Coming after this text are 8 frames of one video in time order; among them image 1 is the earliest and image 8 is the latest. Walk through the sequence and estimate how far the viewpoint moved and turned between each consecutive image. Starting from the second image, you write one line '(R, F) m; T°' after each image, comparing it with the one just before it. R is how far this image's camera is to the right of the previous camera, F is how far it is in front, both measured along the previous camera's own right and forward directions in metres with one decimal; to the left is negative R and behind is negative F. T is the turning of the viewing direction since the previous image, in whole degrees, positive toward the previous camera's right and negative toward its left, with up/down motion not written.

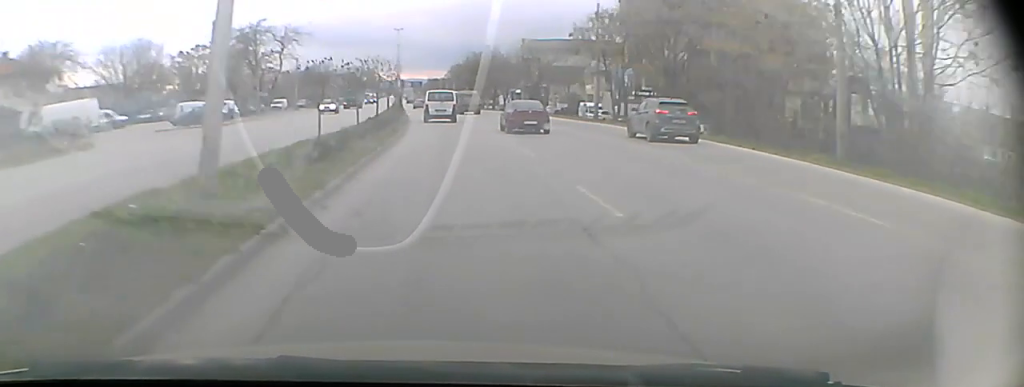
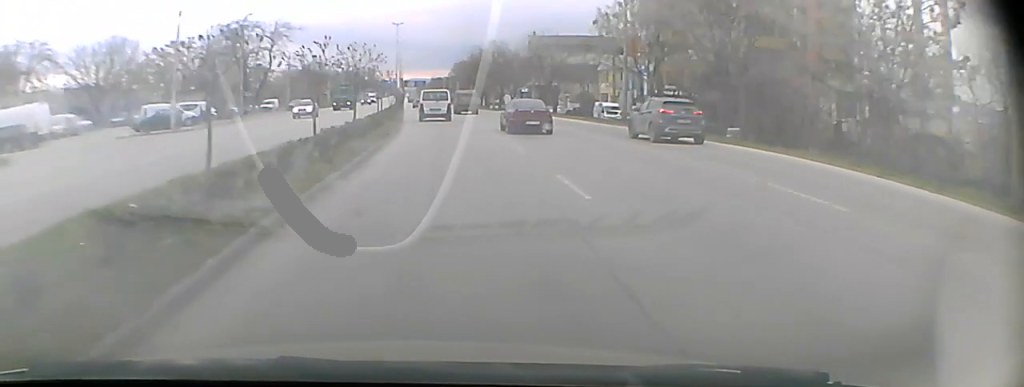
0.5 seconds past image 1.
(-0.1, +8.0) m; 0°
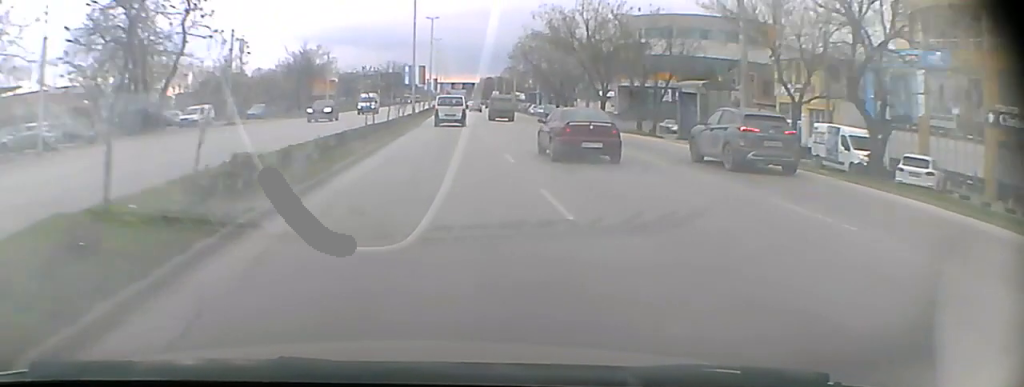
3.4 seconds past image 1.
(-1.6, +45.9) m; -4°
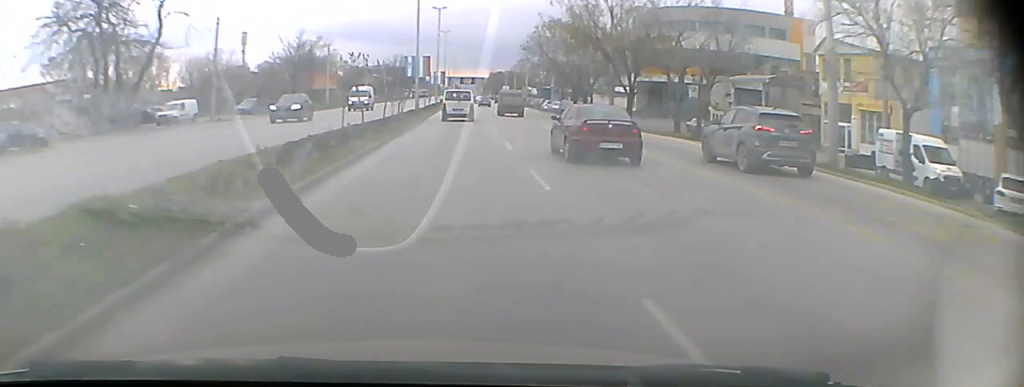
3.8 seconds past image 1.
(0.0, +6.3) m; 0°
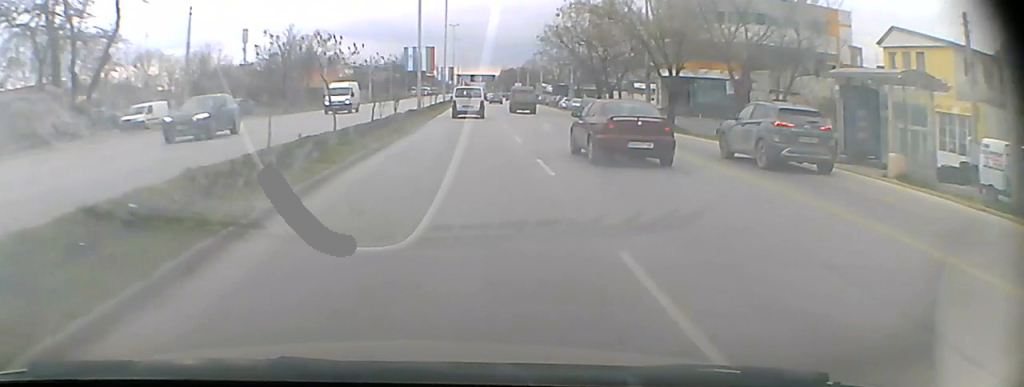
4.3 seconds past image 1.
(0.0, +7.9) m; 0°
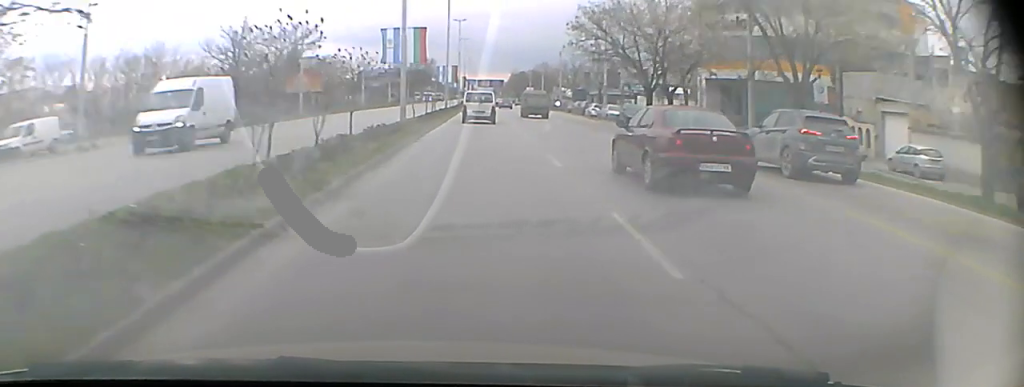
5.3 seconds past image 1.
(0.0, +15.8) m; 0°
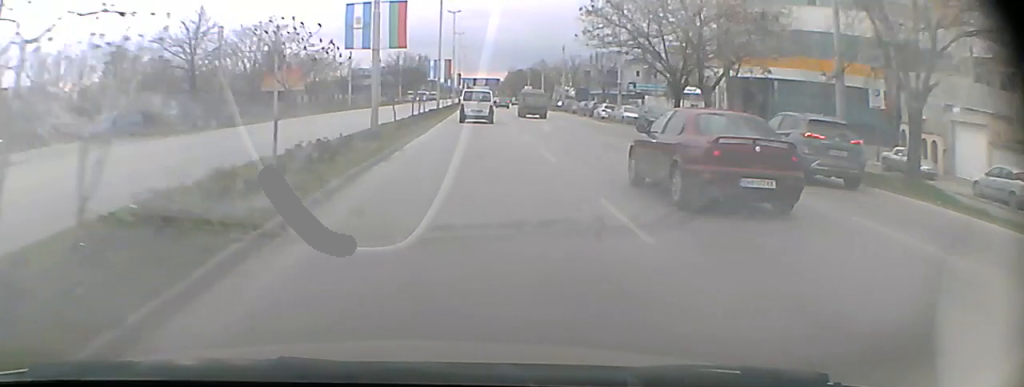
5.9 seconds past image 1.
(0.0, +9.4) m; 0°
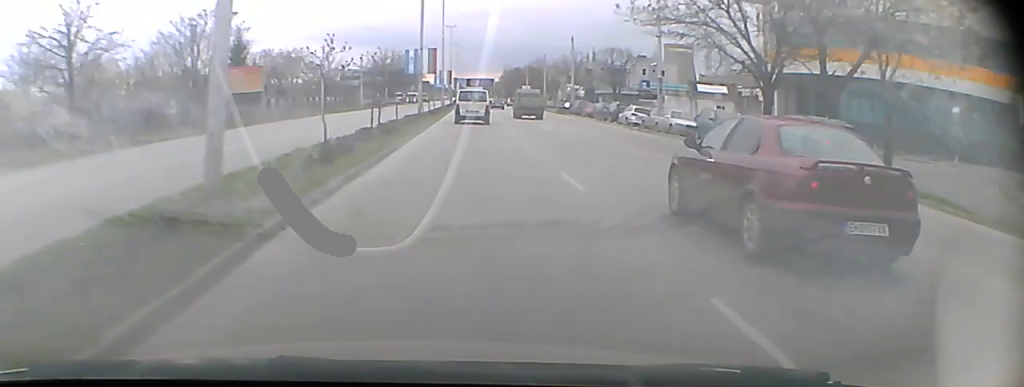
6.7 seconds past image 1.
(-0.1, +12.5) m; 0°
